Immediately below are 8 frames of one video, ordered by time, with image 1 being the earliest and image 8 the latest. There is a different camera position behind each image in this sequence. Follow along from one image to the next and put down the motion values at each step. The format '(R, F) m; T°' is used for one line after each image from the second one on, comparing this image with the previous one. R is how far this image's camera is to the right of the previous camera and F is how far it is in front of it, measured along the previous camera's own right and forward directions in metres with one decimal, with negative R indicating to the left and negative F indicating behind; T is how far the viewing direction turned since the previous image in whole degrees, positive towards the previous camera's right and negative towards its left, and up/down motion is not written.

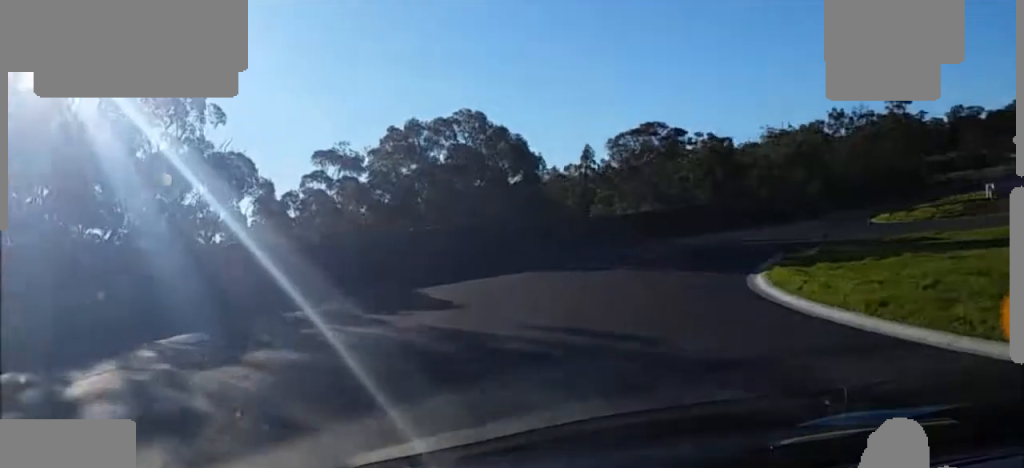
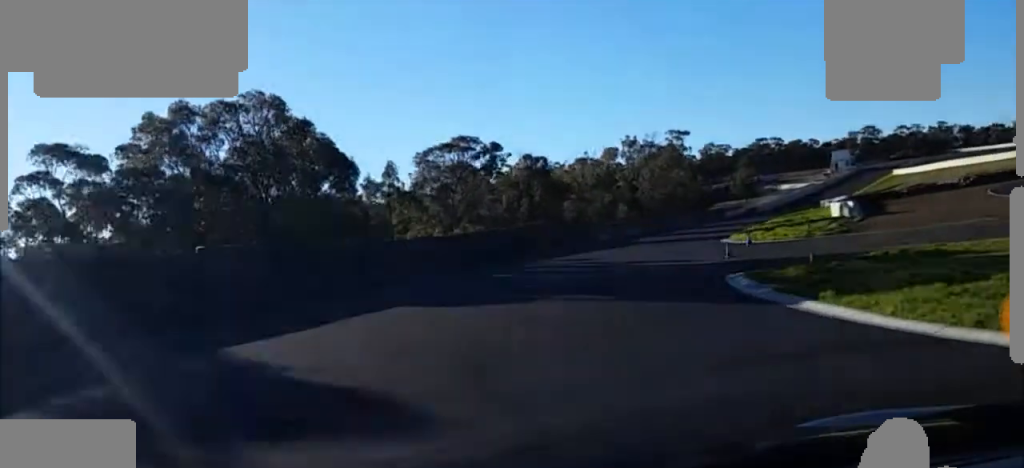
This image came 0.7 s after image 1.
(+4.1, +10.0) m; +25°
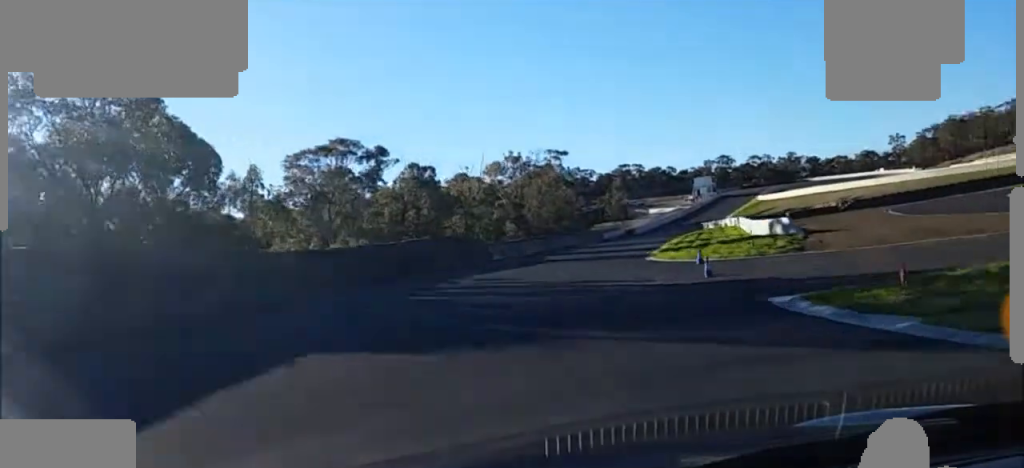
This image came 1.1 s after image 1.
(+0.6, +7.8) m; +13°
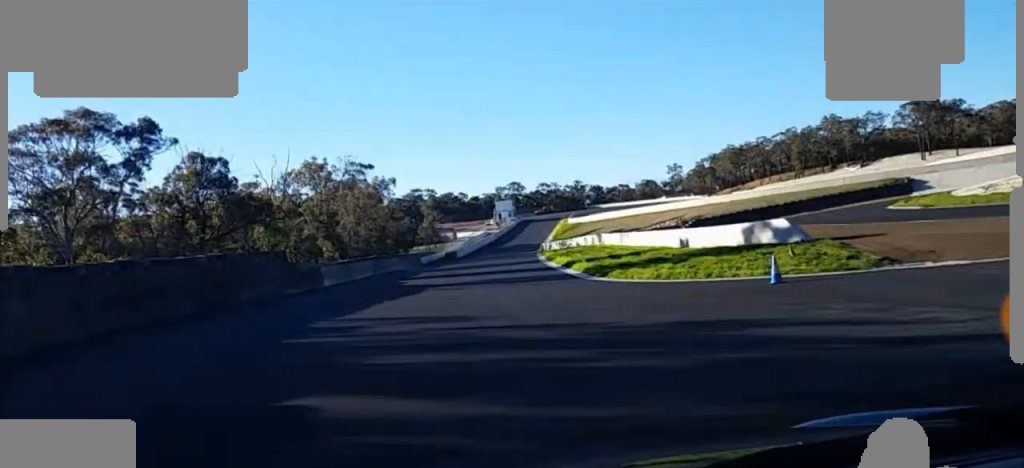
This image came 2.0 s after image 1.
(+2.5, +17.6) m; +12°
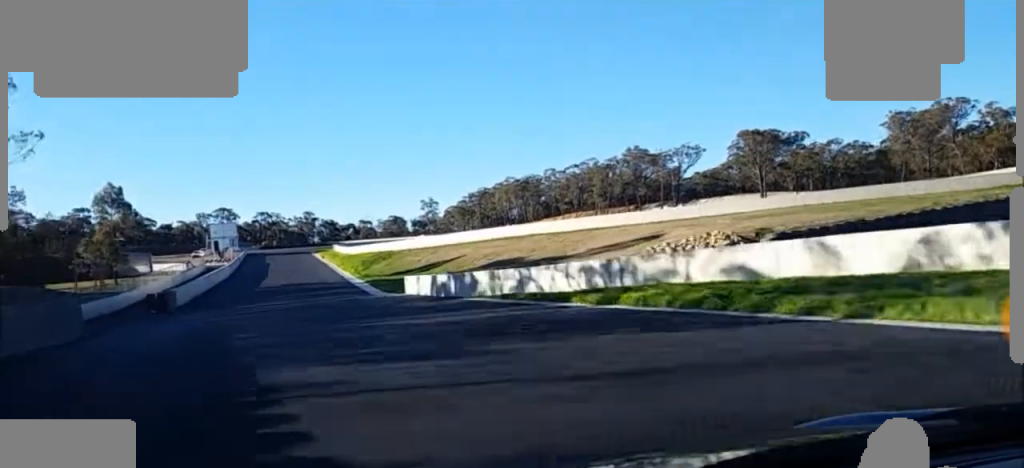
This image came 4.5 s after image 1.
(+16.4, +65.7) m; +21°
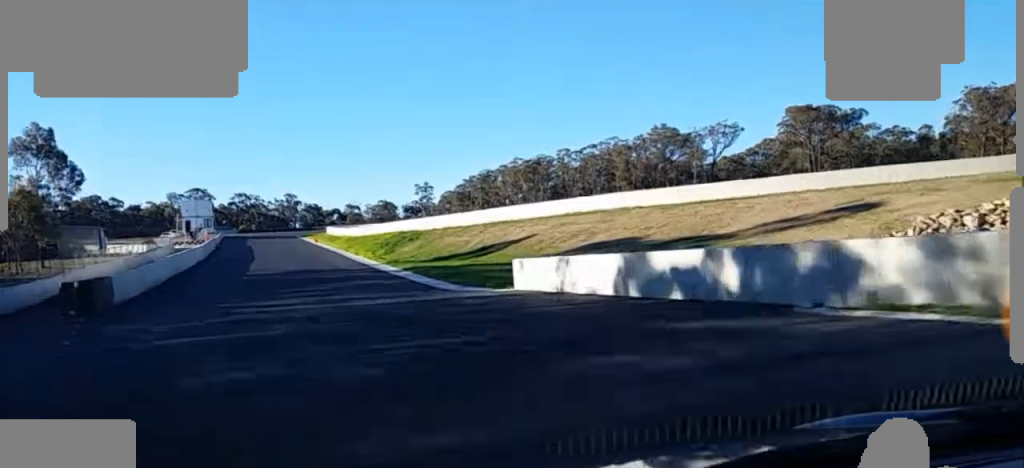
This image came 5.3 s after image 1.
(+0.4, +23.5) m; +1°
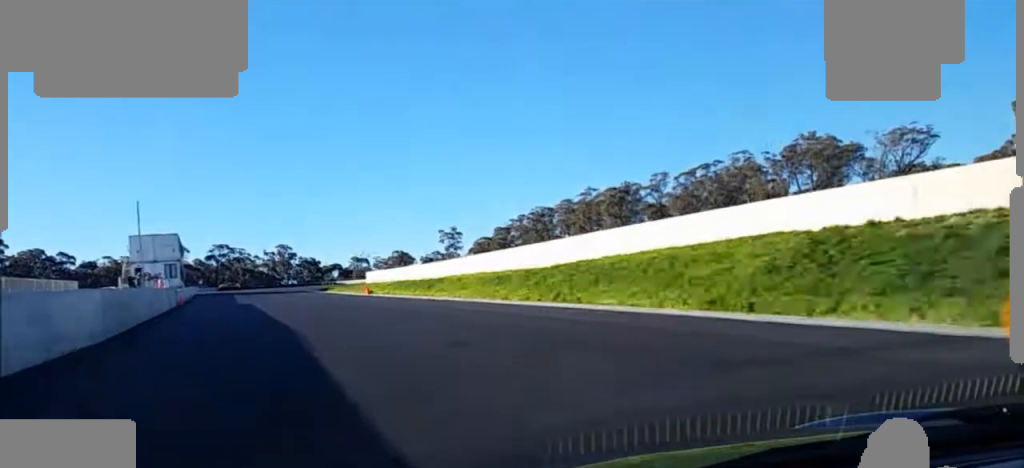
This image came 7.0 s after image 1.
(+1.0, +56.7) m; +2°
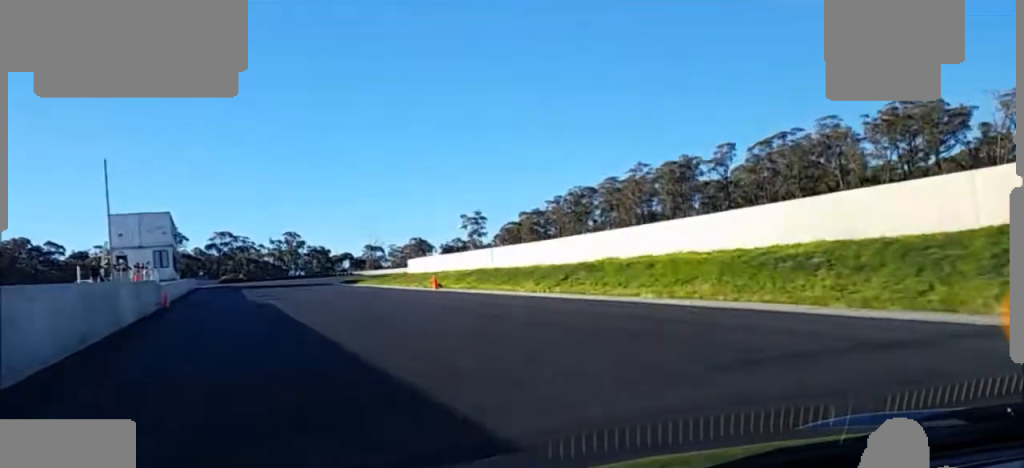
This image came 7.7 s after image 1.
(0.0, +21.5) m; 0°
